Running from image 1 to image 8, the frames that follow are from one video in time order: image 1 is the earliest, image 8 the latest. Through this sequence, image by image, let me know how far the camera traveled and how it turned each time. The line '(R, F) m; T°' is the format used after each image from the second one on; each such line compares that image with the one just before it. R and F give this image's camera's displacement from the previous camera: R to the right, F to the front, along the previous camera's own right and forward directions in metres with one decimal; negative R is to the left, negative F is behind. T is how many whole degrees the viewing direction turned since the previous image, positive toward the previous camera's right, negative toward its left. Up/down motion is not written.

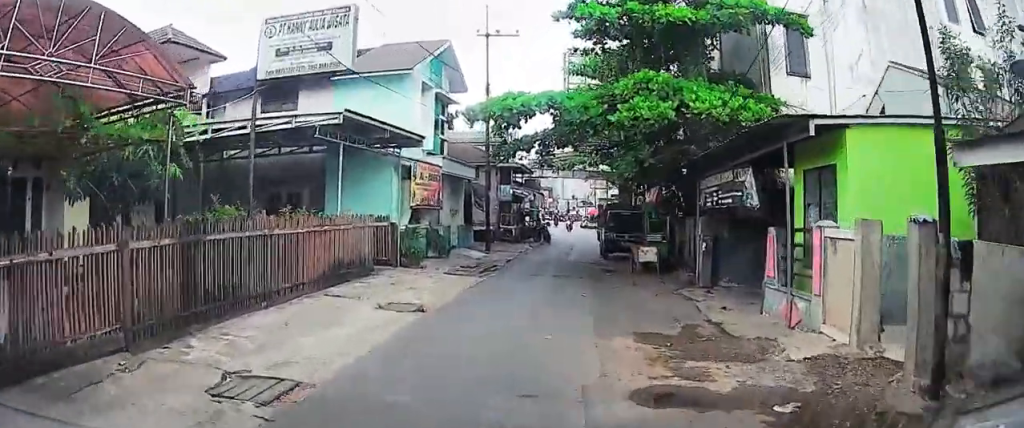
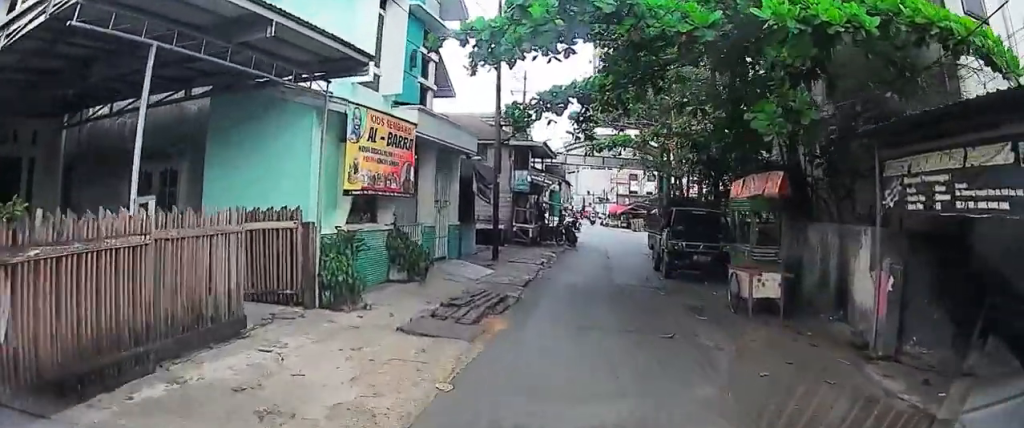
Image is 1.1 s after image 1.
(-0.8, +8.7) m; -7°
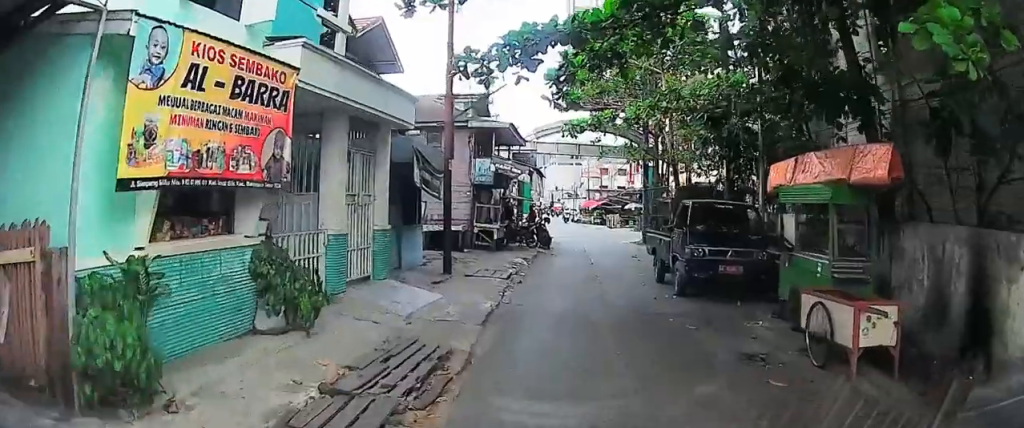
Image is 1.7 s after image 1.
(-0.1, +5.6) m; -1°
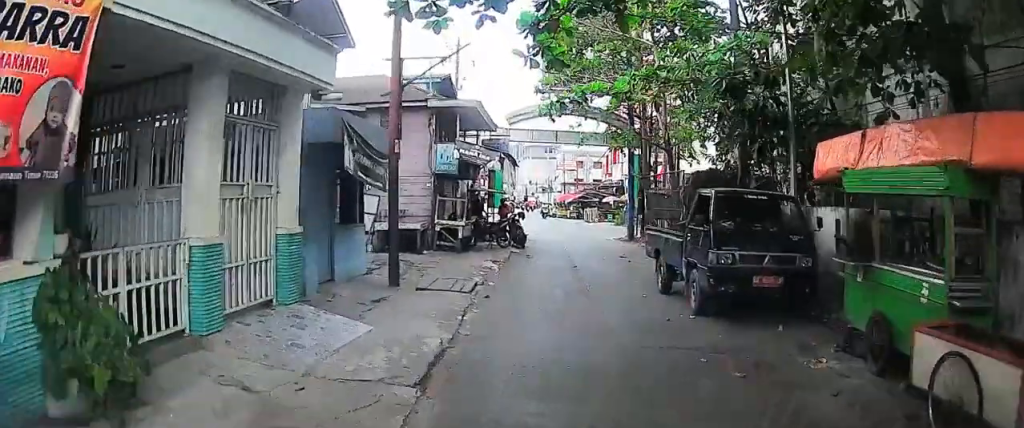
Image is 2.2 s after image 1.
(0.0, +3.9) m; 0°
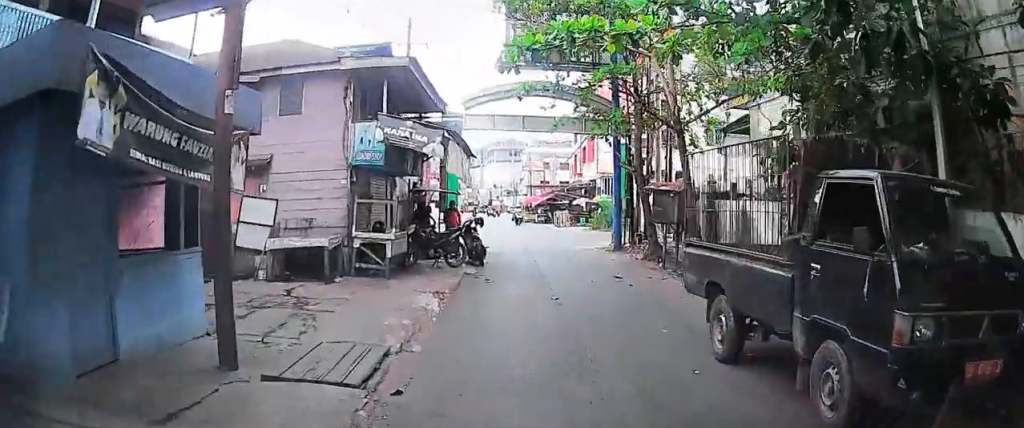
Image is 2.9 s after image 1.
(0.0, +6.2) m; 0°
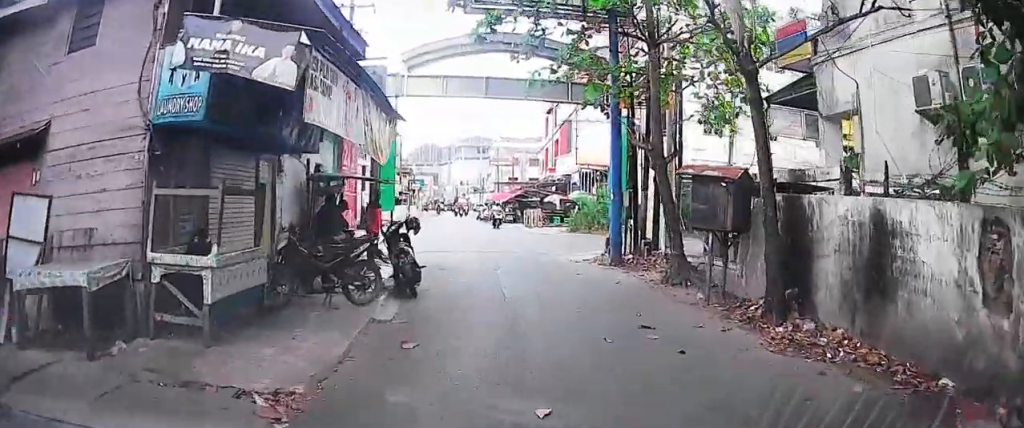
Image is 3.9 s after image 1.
(0.0, +7.4) m; +2°
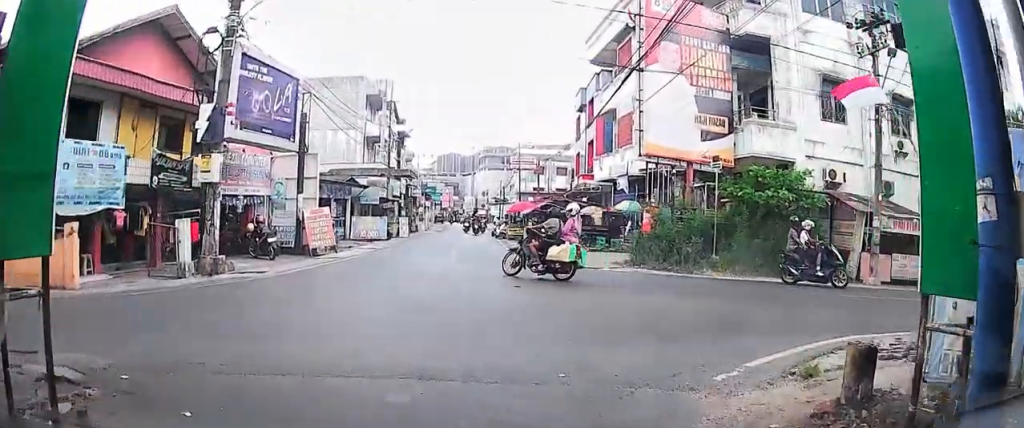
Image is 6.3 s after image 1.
(+1.2, +17.2) m; +5°
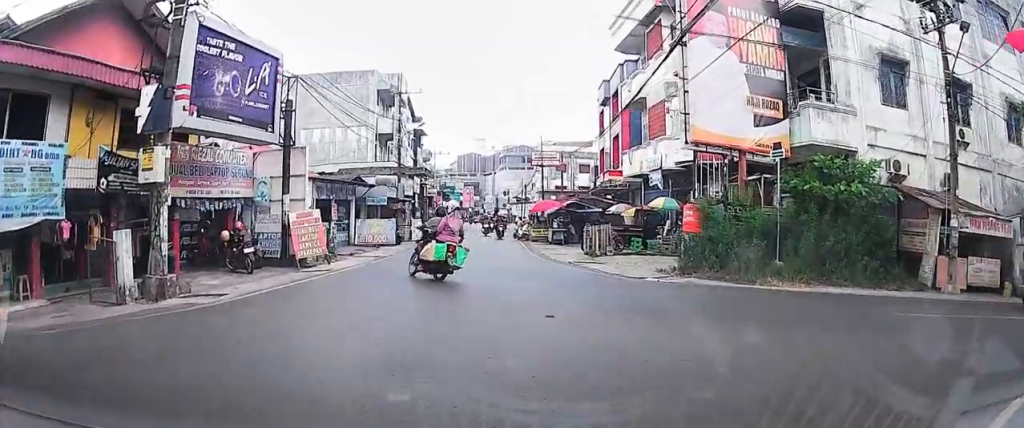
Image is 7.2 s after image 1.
(0.0, +5.1) m; 0°
